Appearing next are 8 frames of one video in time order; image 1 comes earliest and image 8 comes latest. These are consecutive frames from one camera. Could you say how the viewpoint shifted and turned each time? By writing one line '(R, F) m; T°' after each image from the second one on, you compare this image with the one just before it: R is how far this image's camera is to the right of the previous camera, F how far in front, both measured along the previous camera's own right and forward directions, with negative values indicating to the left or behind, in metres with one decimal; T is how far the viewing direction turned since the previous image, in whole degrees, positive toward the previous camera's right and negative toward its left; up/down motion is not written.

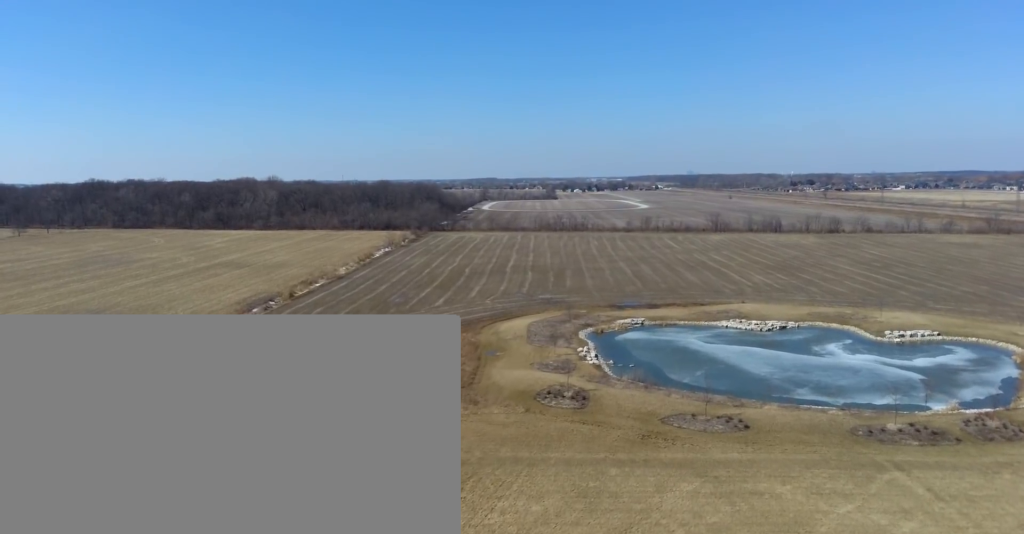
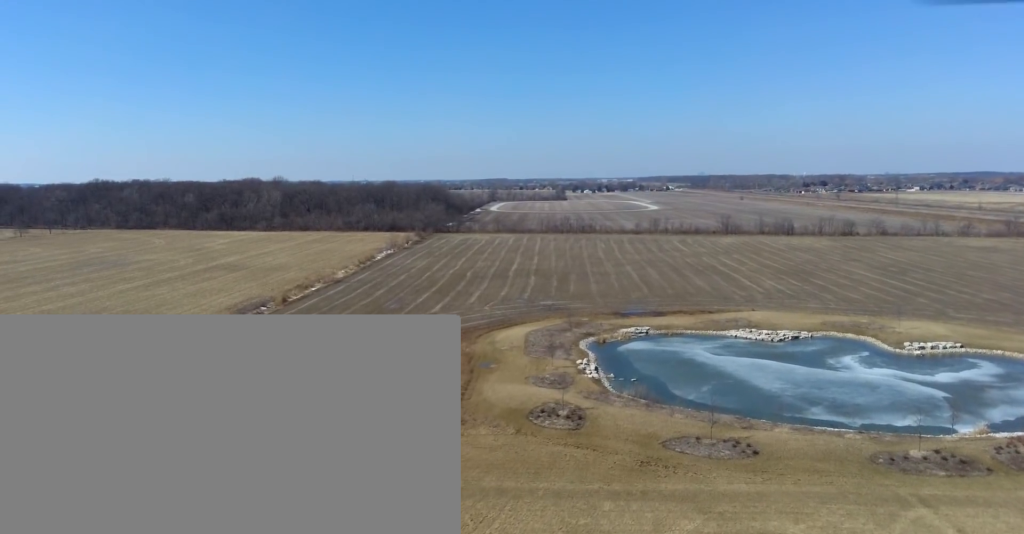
(-0.1, +8.4) m; -1°
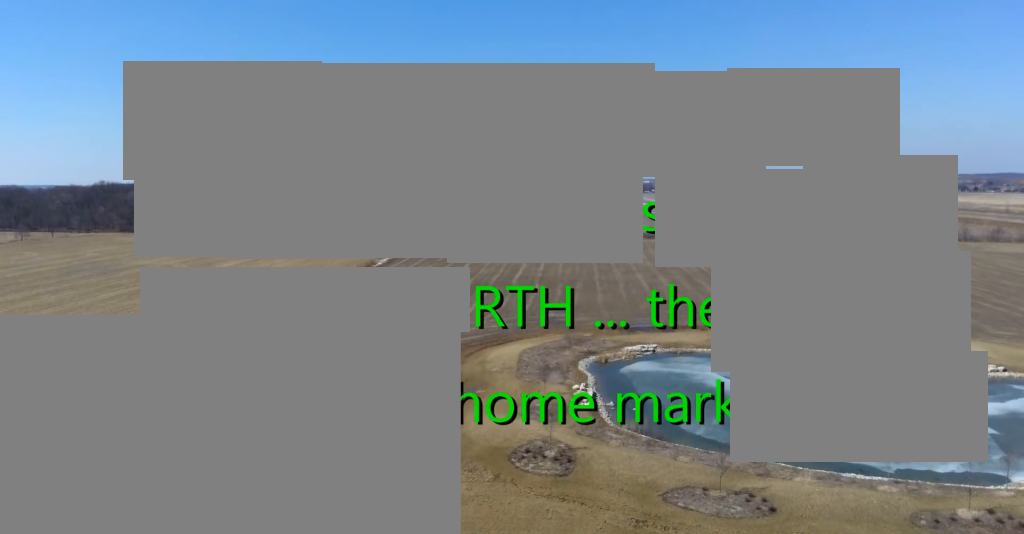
(+0.1, +13.3) m; +1°
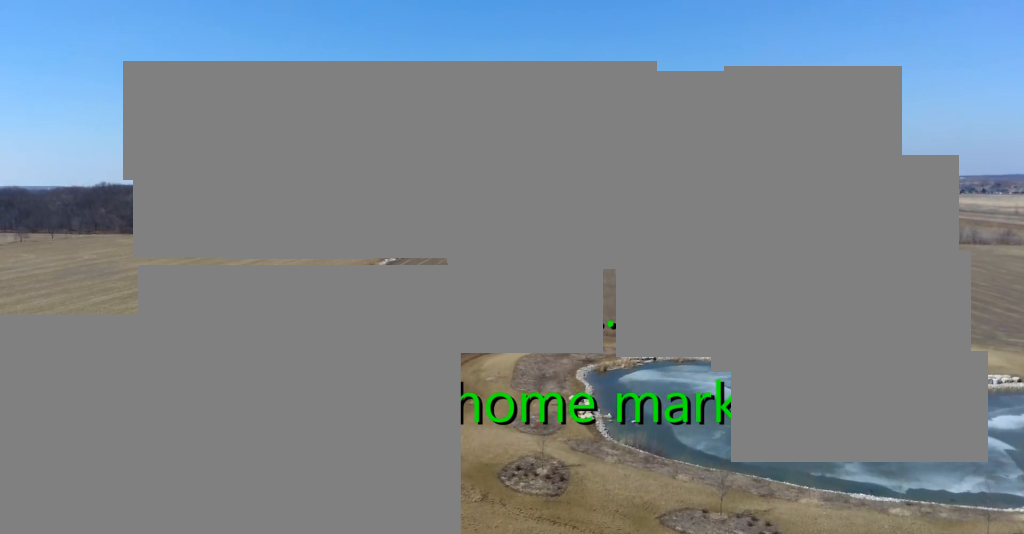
(0.0, +4.6) m; 0°
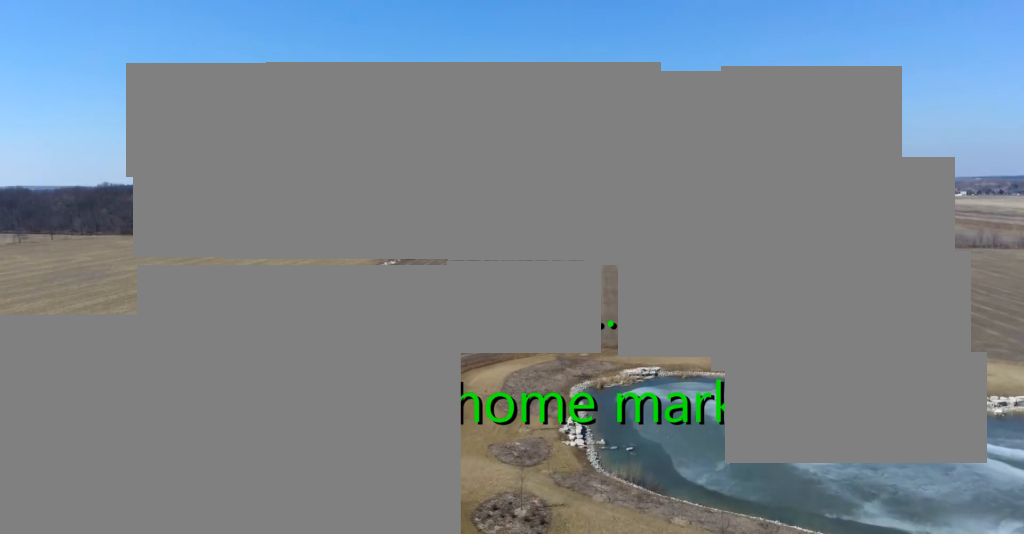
(-0.1, +9.5) m; -1°
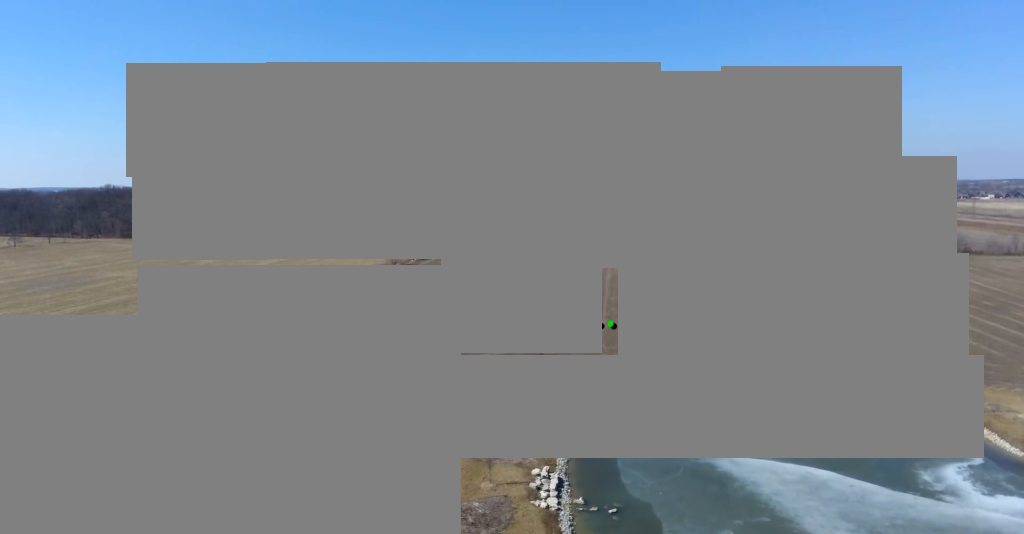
(-0.2, +15.1) m; -1°
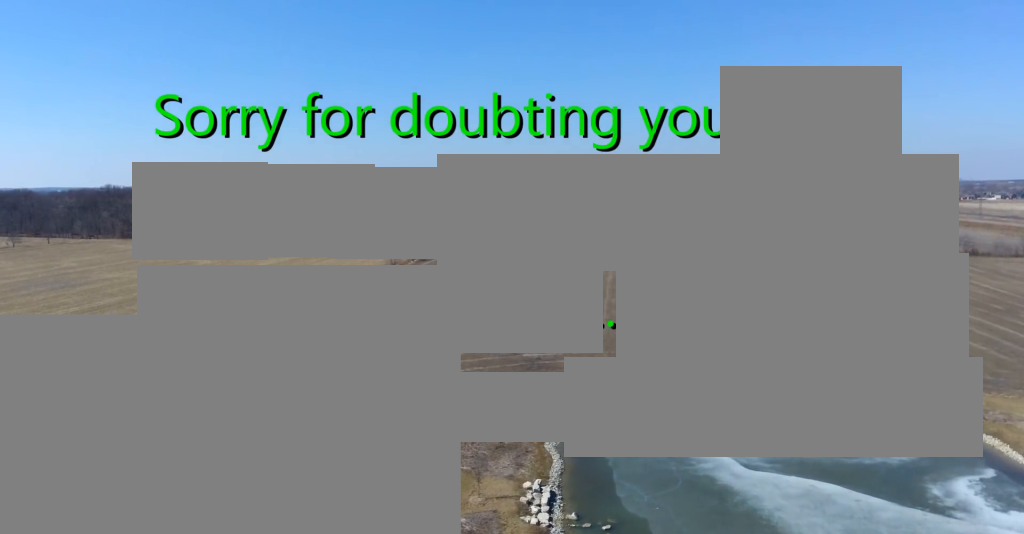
(0.0, +3.0) m; 0°
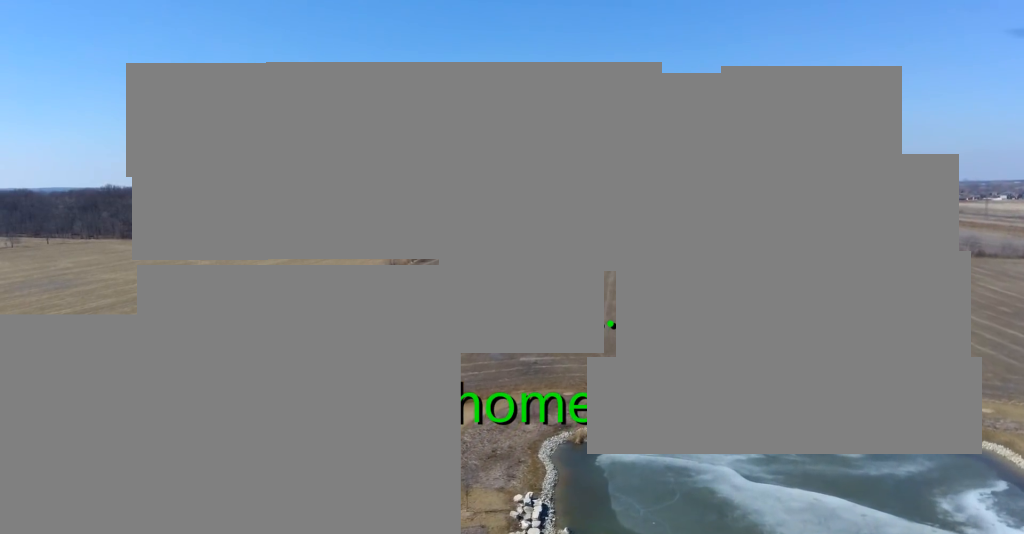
(0.0, +2.4) m; +4°
